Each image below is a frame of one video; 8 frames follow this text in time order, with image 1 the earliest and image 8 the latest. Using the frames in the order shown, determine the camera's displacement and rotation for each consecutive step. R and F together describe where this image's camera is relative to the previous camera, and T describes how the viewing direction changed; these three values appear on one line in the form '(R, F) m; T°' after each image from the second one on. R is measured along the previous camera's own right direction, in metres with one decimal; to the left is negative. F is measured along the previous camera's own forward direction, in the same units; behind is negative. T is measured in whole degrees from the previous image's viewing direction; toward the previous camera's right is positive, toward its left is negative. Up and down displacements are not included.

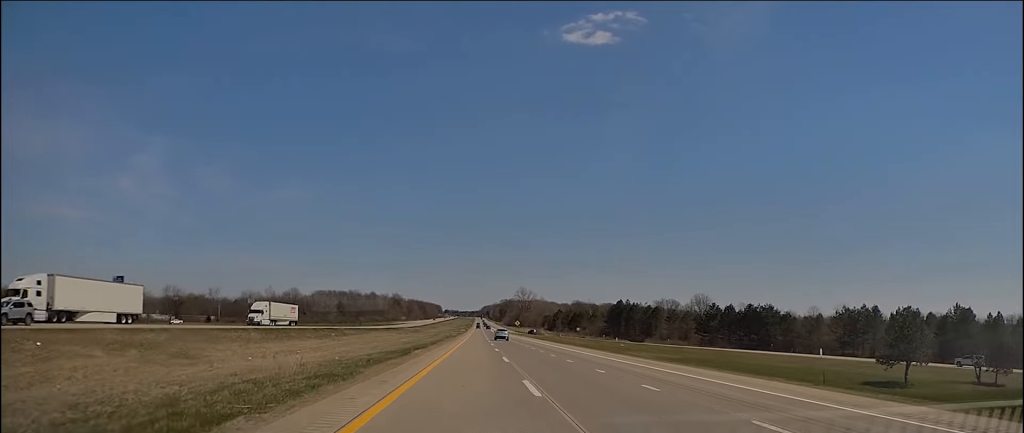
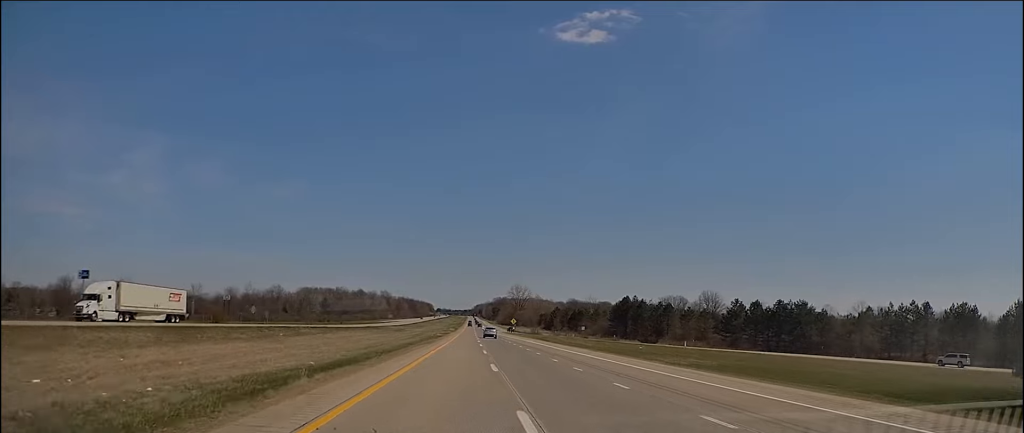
(0.0, +22.3) m; +1°
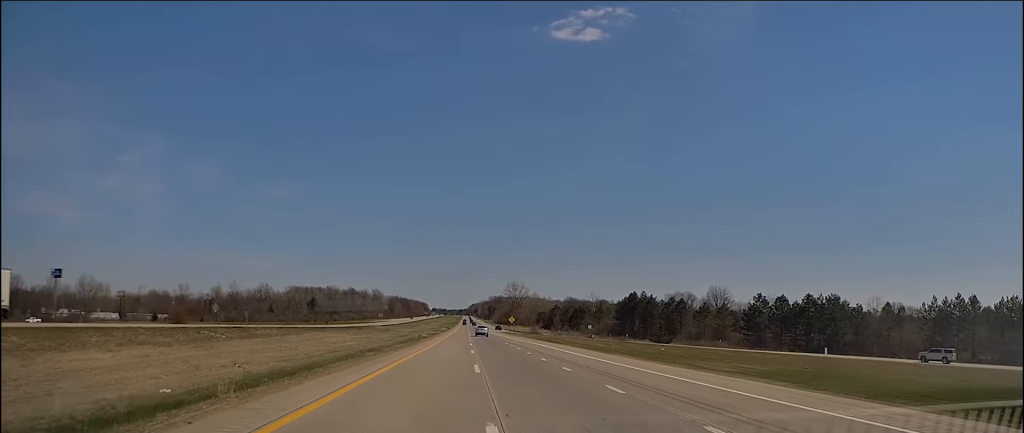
(+0.2, +16.6) m; +1°
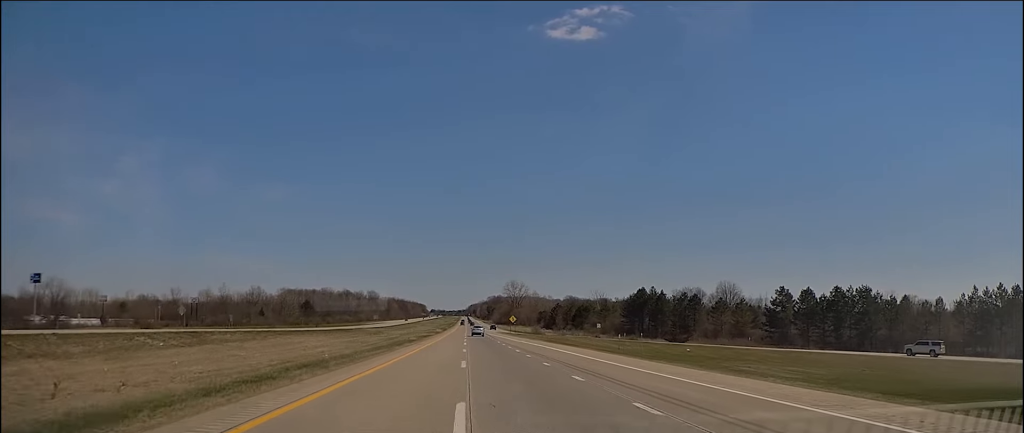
(0.0, +12.7) m; +1°
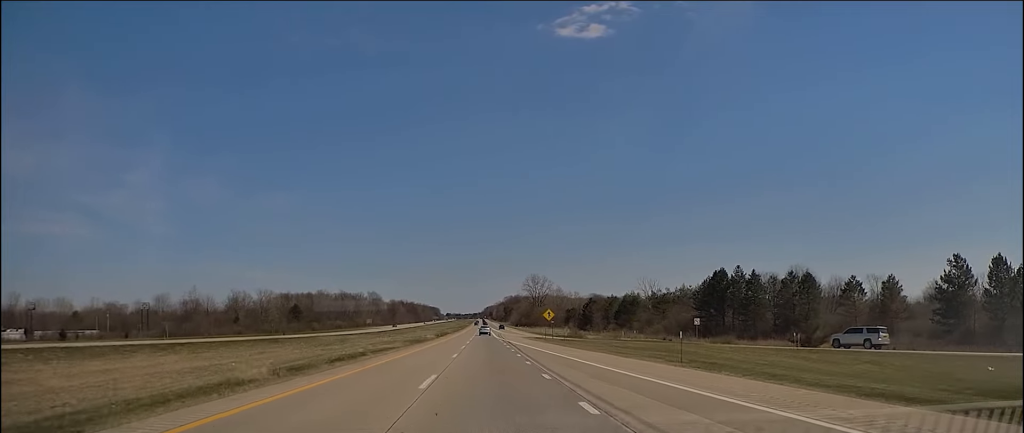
(+1.1, +53.8) m; 0°
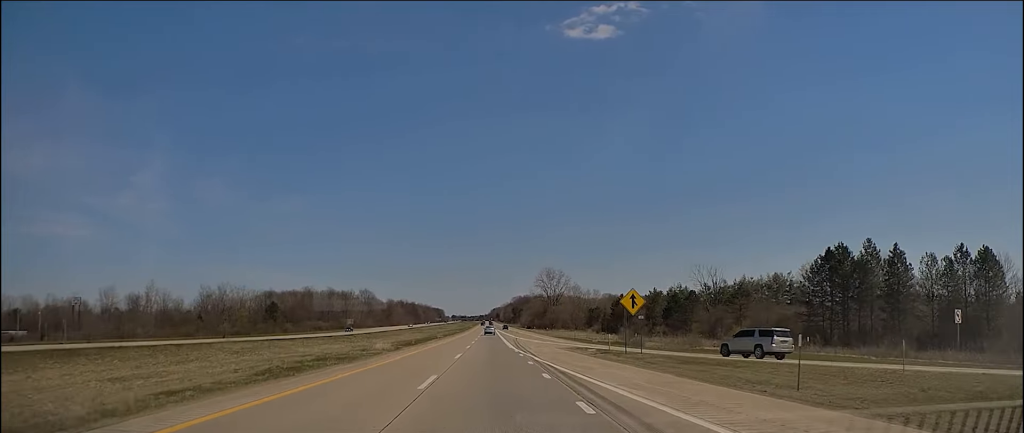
(-0.8, +45.9) m; -2°
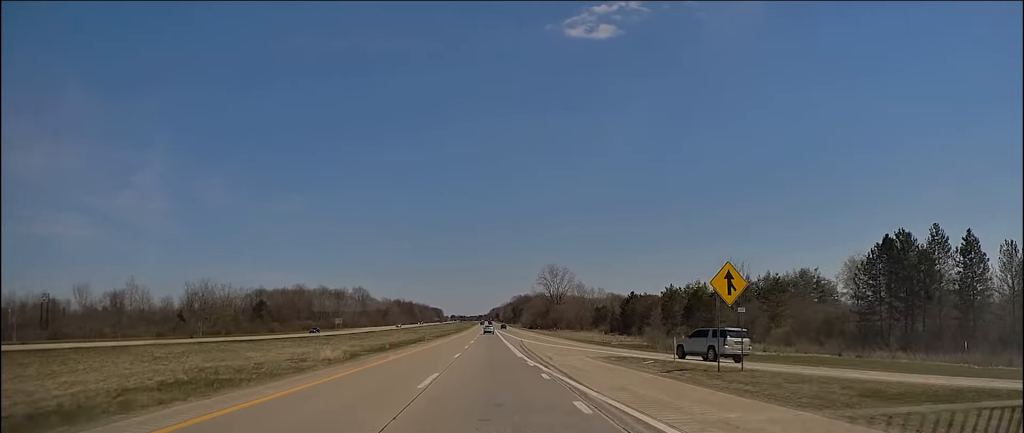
(+0.1, +15.6) m; -1°
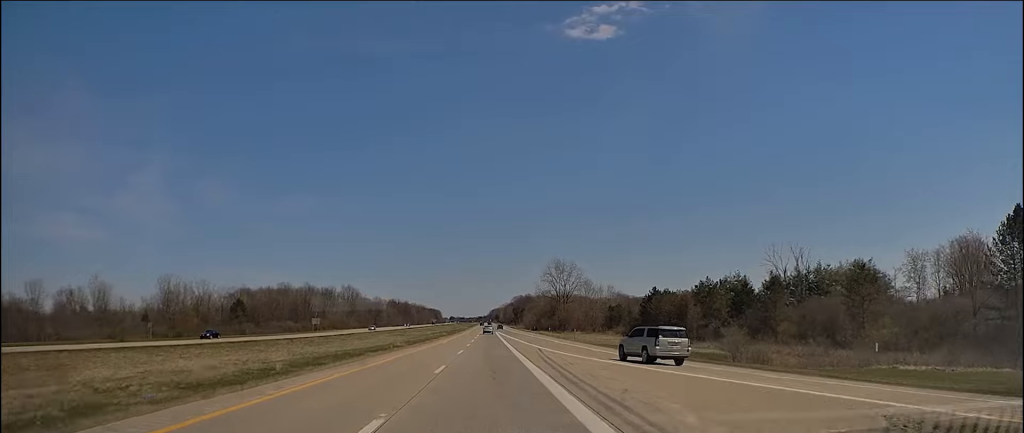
(-0.4, +25.3) m; 0°
